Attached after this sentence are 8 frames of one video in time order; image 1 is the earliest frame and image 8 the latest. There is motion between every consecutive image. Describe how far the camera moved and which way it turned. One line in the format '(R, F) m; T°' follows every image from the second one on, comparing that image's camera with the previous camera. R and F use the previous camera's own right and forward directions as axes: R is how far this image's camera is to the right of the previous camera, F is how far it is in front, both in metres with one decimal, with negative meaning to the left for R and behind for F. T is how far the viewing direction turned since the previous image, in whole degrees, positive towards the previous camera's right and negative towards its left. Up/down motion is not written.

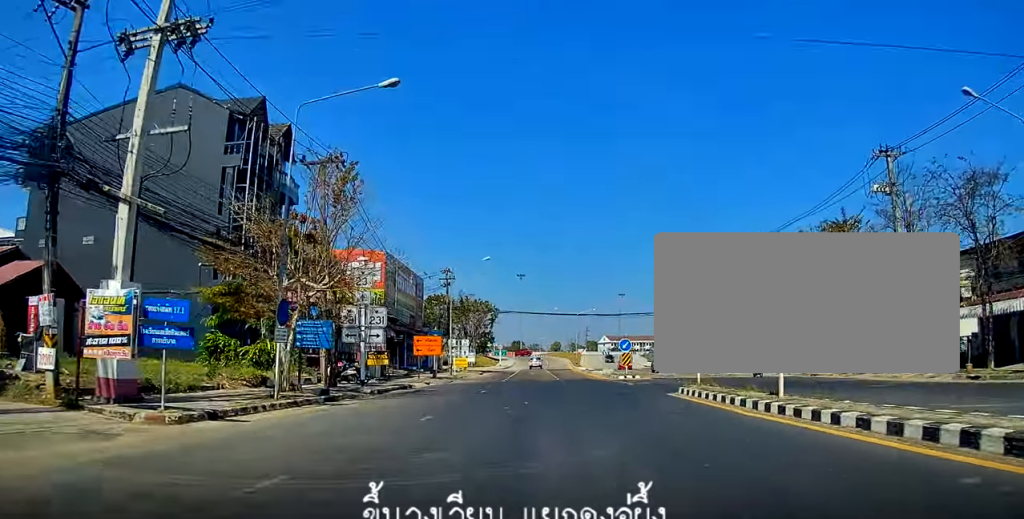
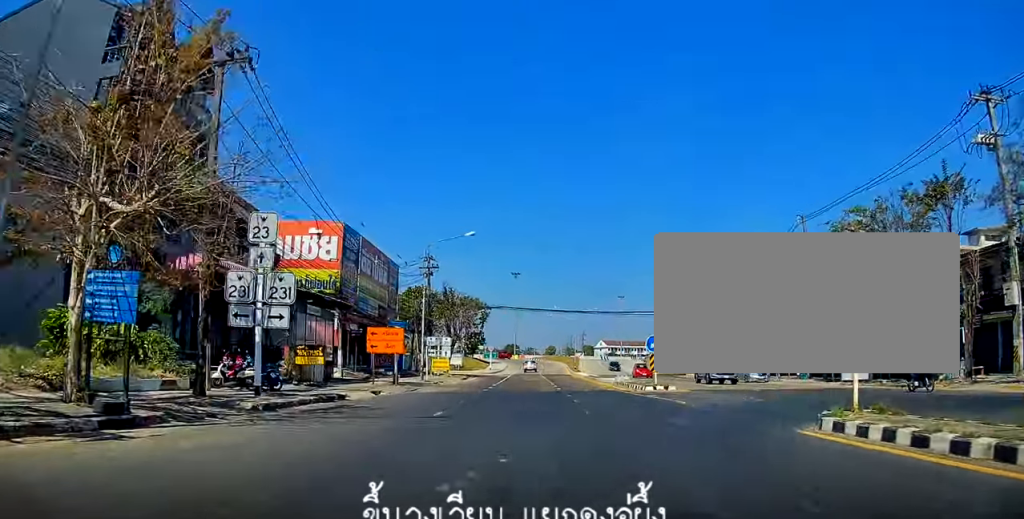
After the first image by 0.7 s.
(+0.1, +10.3) m; 0°
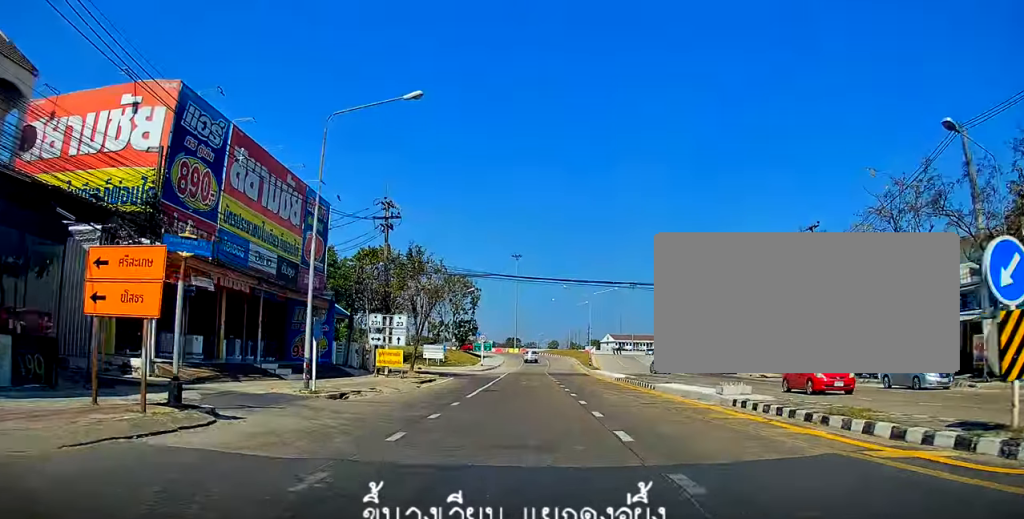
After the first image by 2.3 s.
(-0.4, +21.6) m; -2°
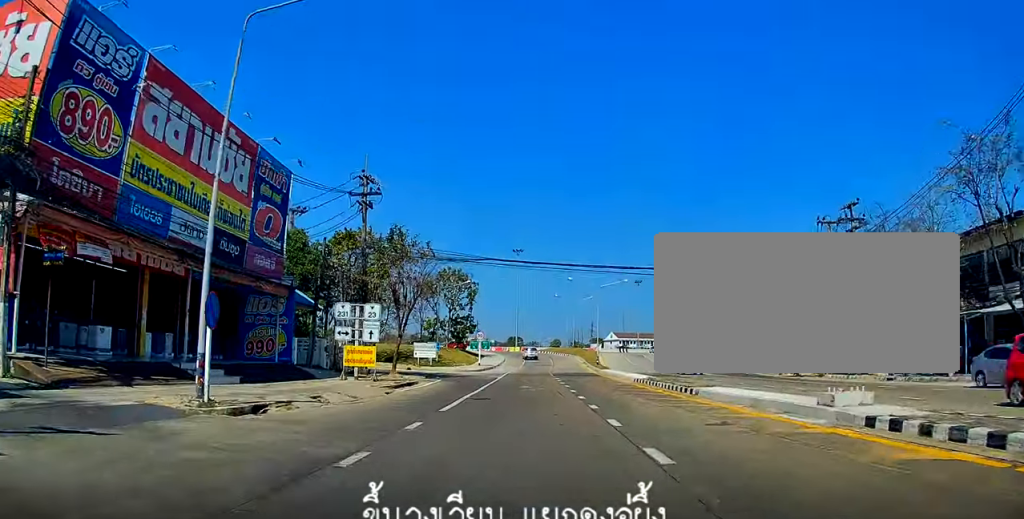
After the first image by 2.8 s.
(0.0, +6.8) m; -1°
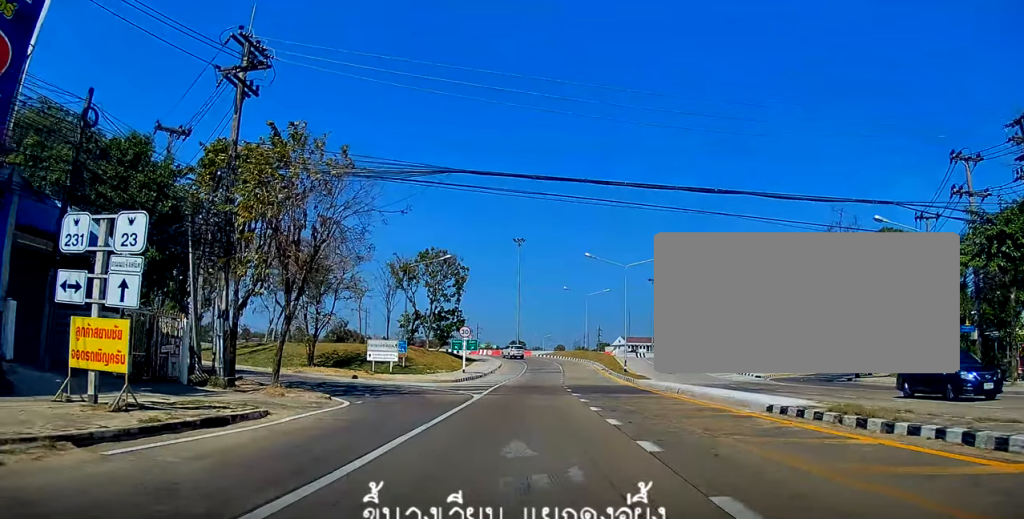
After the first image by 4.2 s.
(-0.2, +19.4) m; -1°
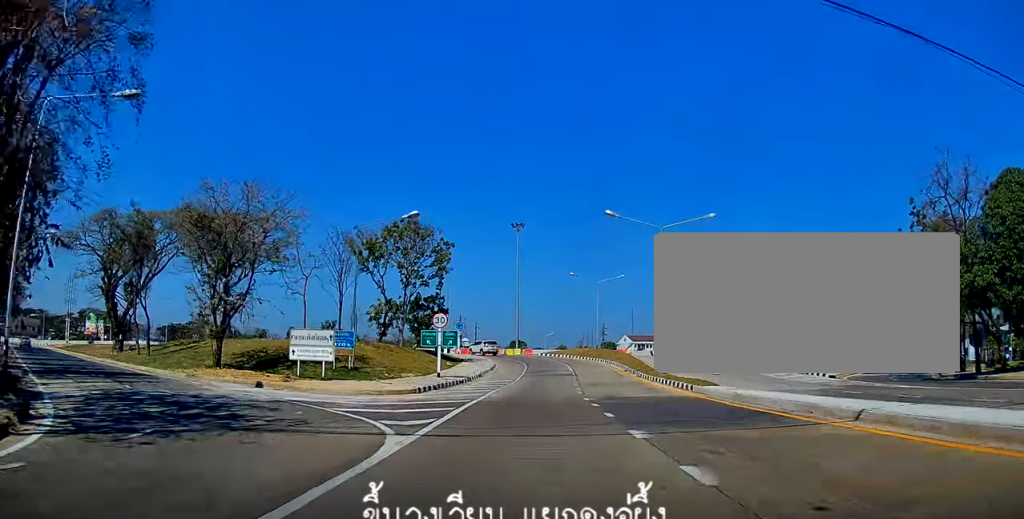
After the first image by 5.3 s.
(0.0, +14.1) m; 0°
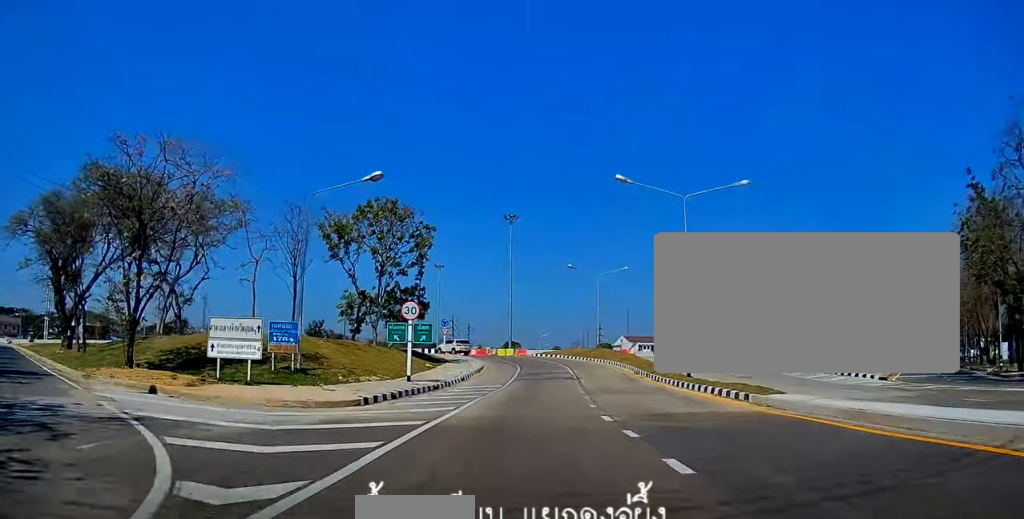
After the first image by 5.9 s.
(0.0, +7.8) m; 0°
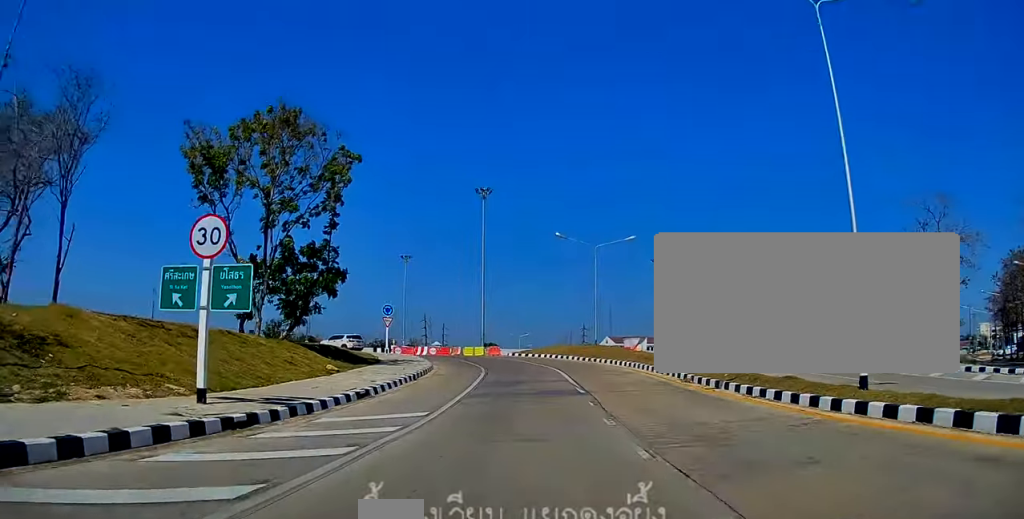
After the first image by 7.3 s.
(+0.2, +17.4) m; +3°
